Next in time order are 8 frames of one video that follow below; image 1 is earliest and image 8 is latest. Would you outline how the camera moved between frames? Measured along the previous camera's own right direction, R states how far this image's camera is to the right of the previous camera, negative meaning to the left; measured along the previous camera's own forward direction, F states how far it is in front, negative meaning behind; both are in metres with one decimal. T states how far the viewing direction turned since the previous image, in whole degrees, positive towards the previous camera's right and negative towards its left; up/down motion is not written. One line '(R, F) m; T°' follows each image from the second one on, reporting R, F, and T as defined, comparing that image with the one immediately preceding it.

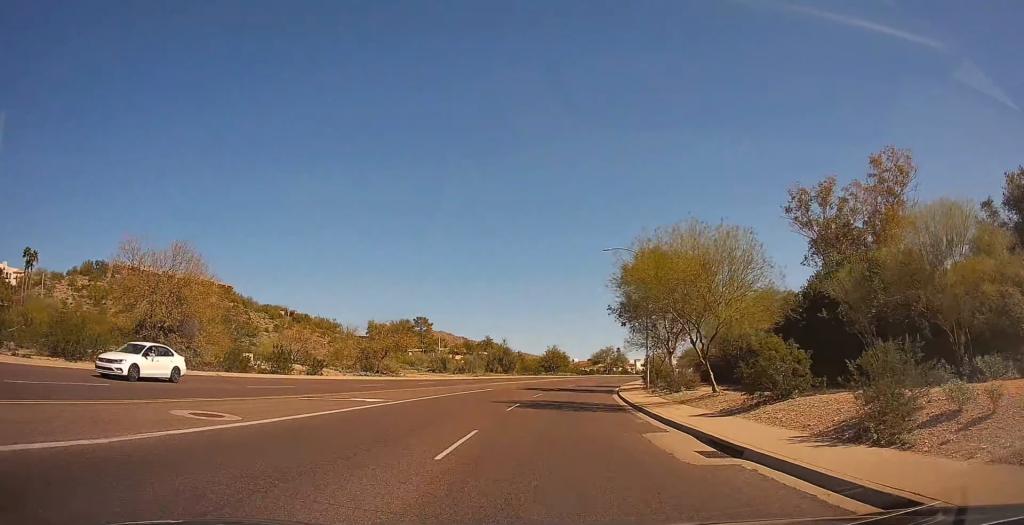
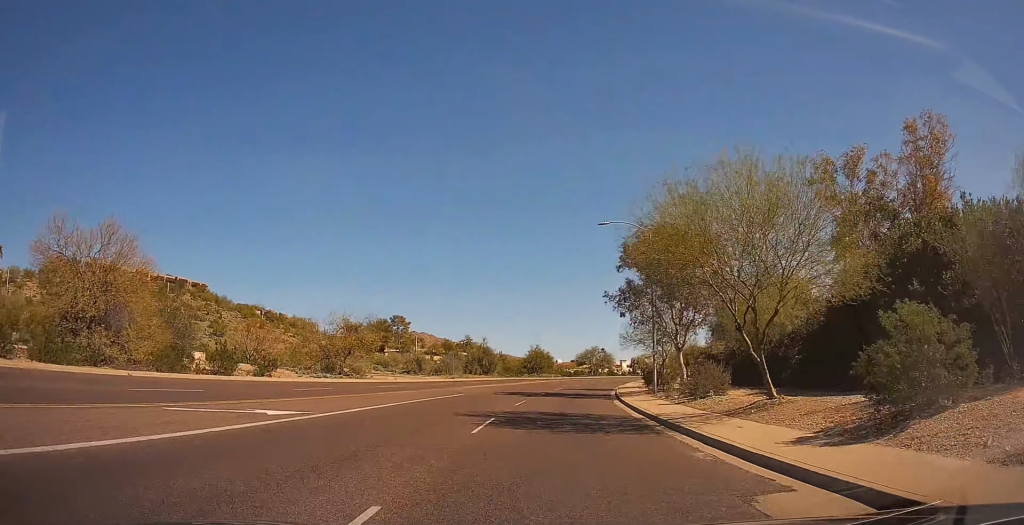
(+0.4, +7.3) m; +1°
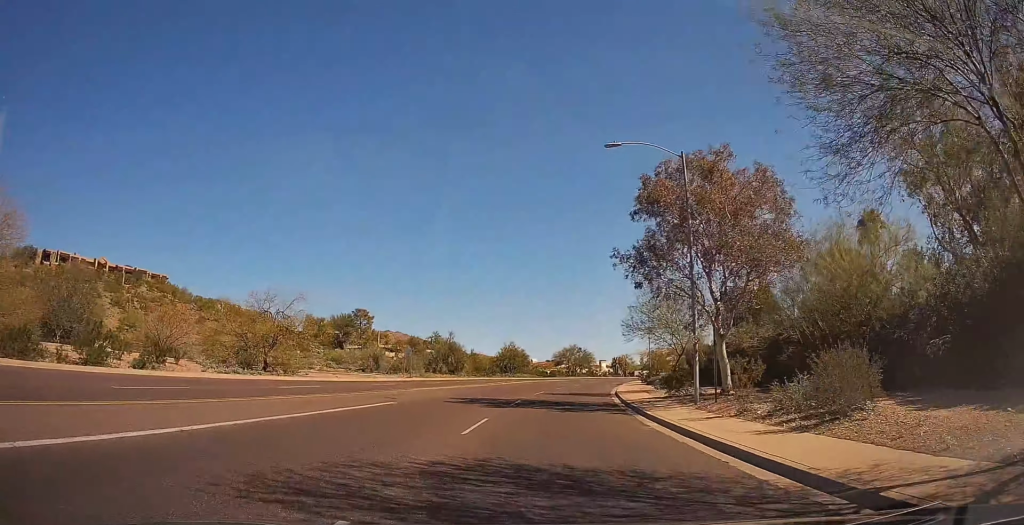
(0.0, +12.5) m; +2°
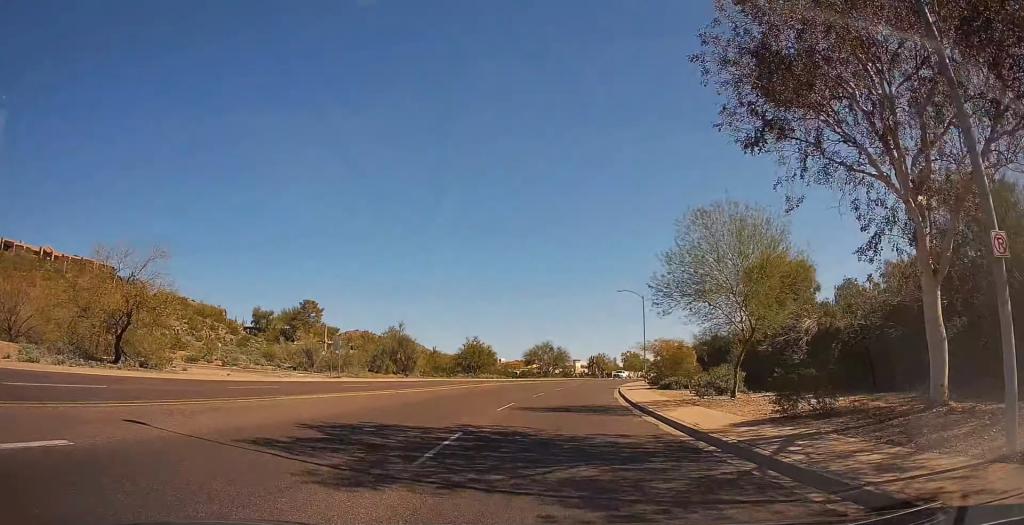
(+0.4, +16.2) m; +3°
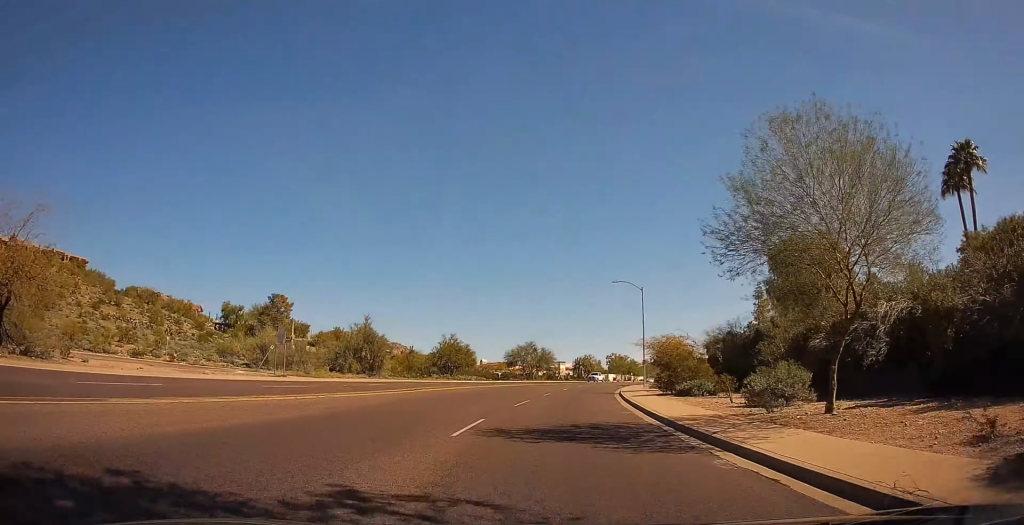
(+0.6, +8.8) m; +1°
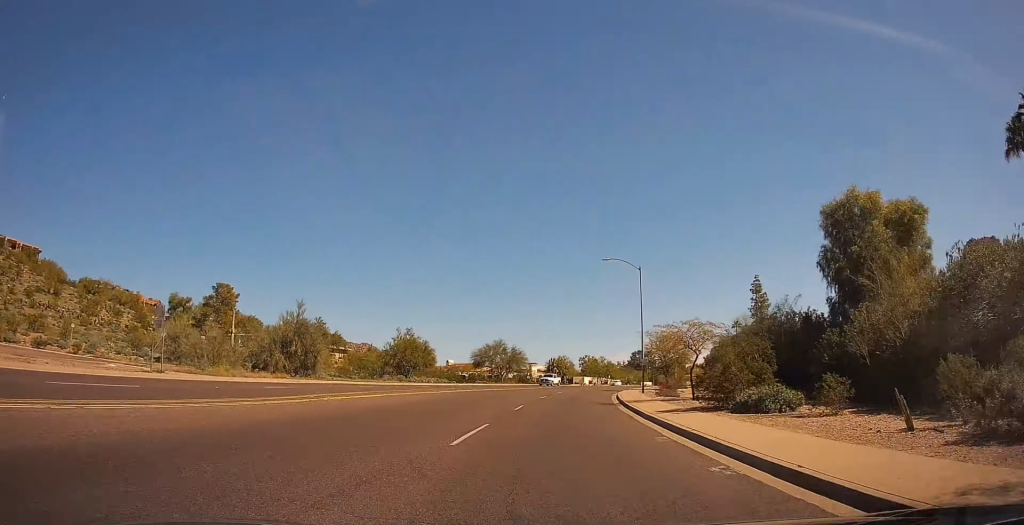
(-0.4, +13.1) m; 0°
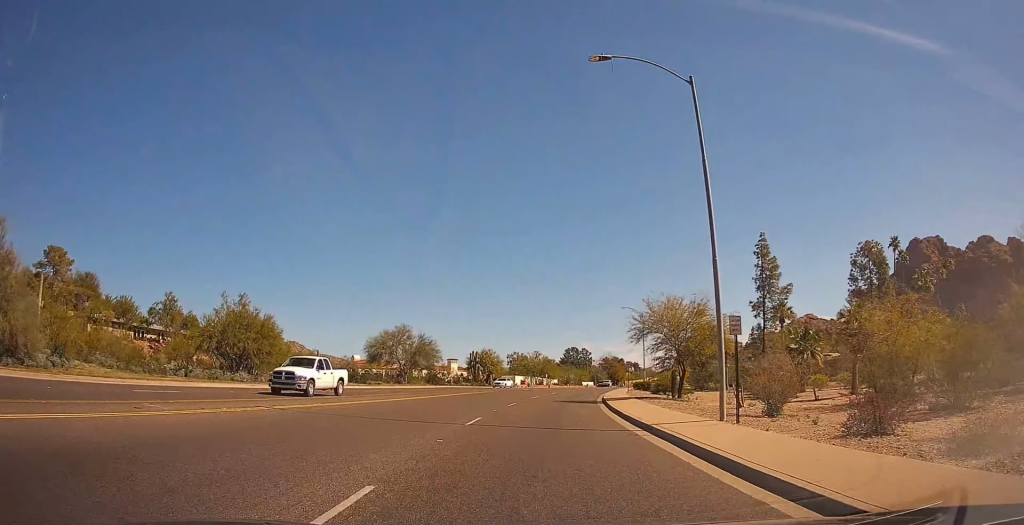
(+1.9, +32.0) m; +9°
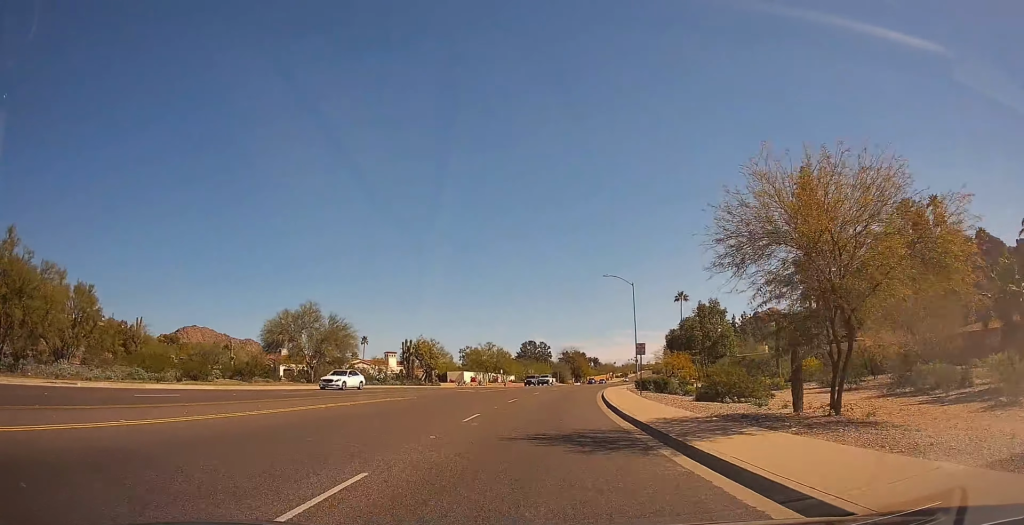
(+1.1, +23.4) m; +5°
